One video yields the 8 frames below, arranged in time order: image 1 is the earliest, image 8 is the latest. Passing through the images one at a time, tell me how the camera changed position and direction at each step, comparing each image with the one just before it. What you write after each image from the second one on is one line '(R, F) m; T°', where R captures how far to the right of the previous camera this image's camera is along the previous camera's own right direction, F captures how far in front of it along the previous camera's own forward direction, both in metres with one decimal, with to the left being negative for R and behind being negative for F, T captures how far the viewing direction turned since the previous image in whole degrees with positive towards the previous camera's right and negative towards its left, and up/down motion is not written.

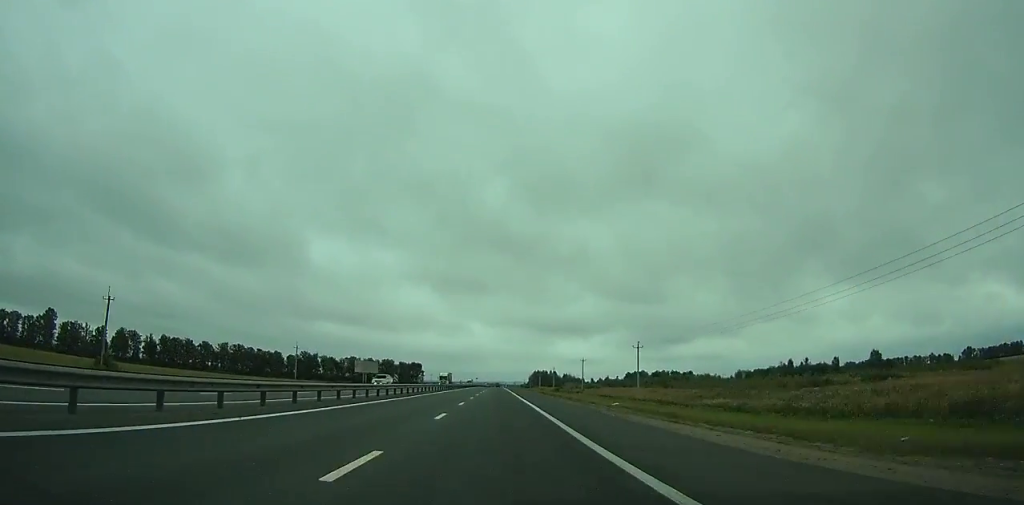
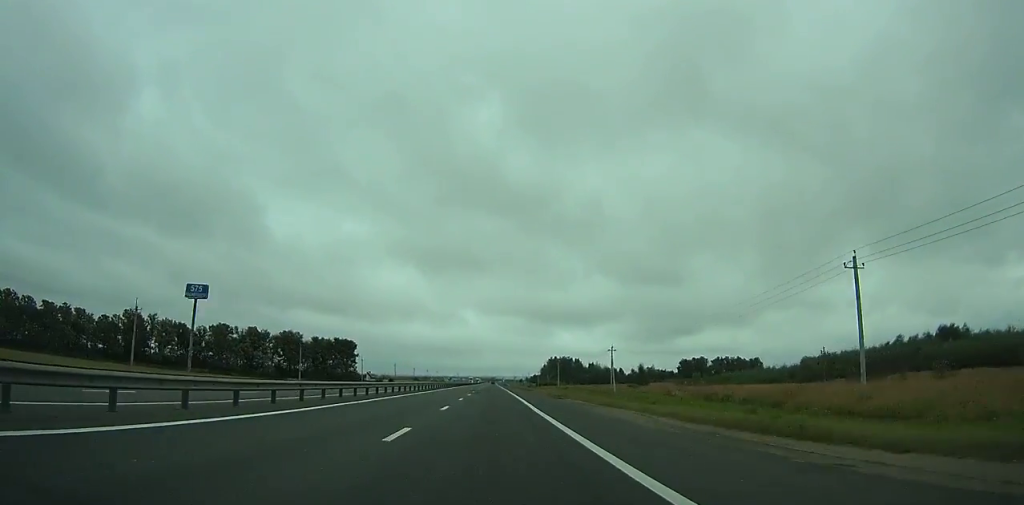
(0.0, +185.5) m; 0°
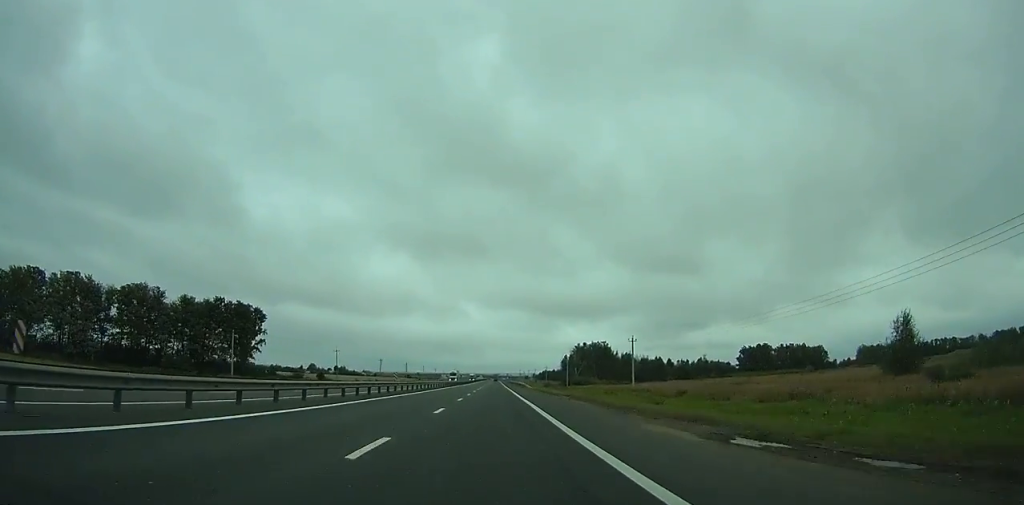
(-0.2, +99.7) m; 0°
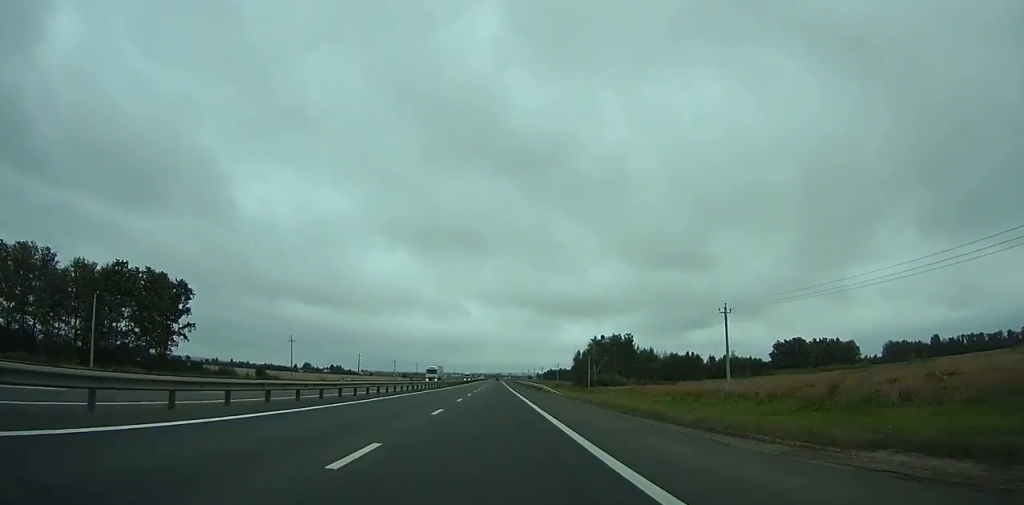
(0.0, +36.7) m; 0°
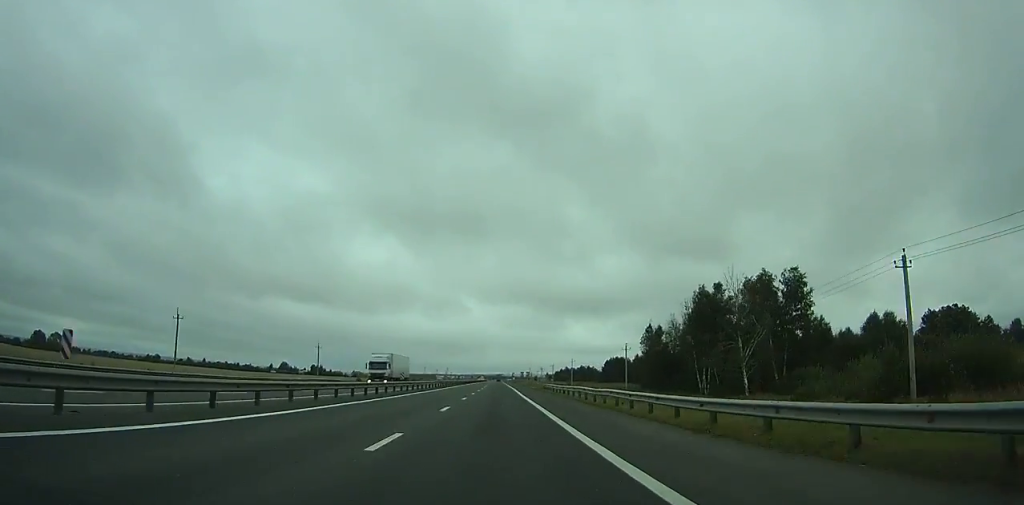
(+0.2, +105.9) m; 0°
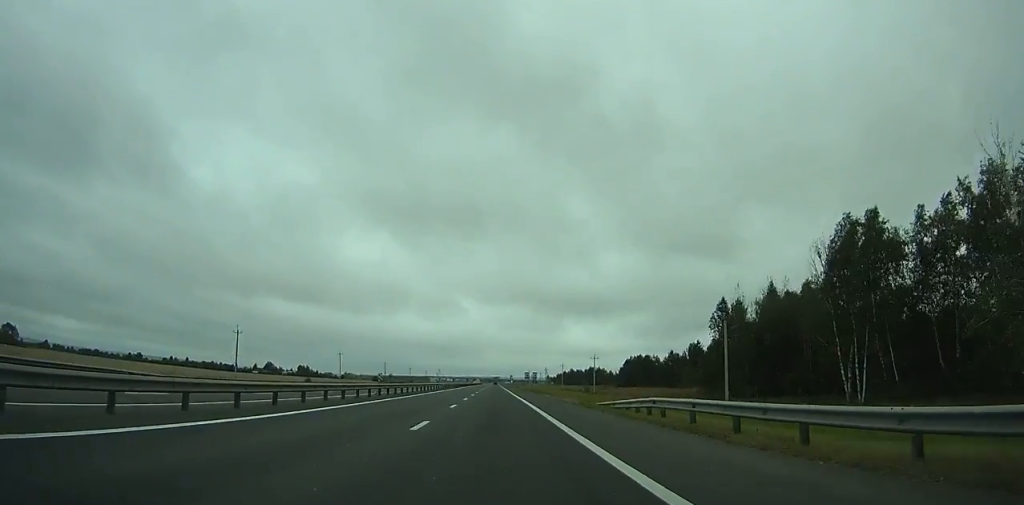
(0.0, +42.1) m; 0°
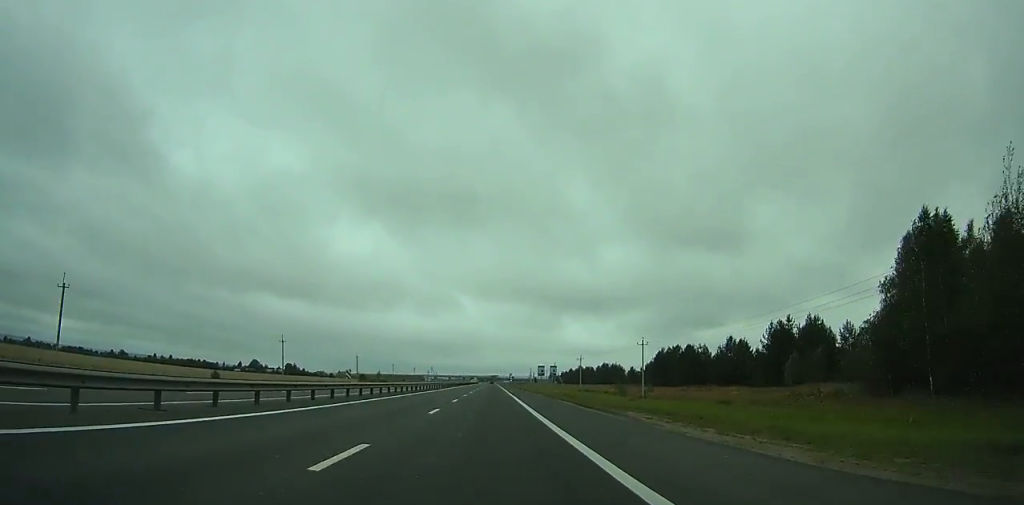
(0.0, +42.2) m; 0°
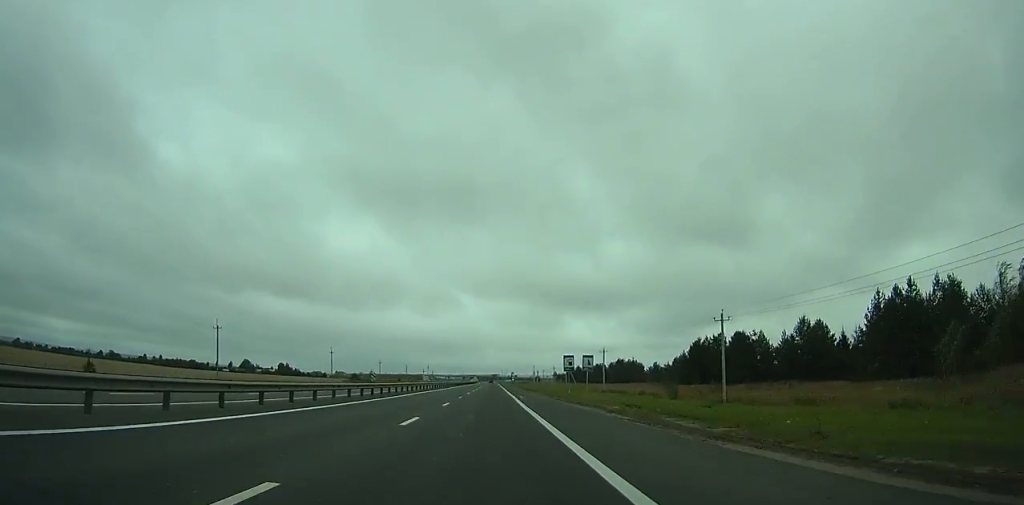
(0.0, +29.7) m; 0°
